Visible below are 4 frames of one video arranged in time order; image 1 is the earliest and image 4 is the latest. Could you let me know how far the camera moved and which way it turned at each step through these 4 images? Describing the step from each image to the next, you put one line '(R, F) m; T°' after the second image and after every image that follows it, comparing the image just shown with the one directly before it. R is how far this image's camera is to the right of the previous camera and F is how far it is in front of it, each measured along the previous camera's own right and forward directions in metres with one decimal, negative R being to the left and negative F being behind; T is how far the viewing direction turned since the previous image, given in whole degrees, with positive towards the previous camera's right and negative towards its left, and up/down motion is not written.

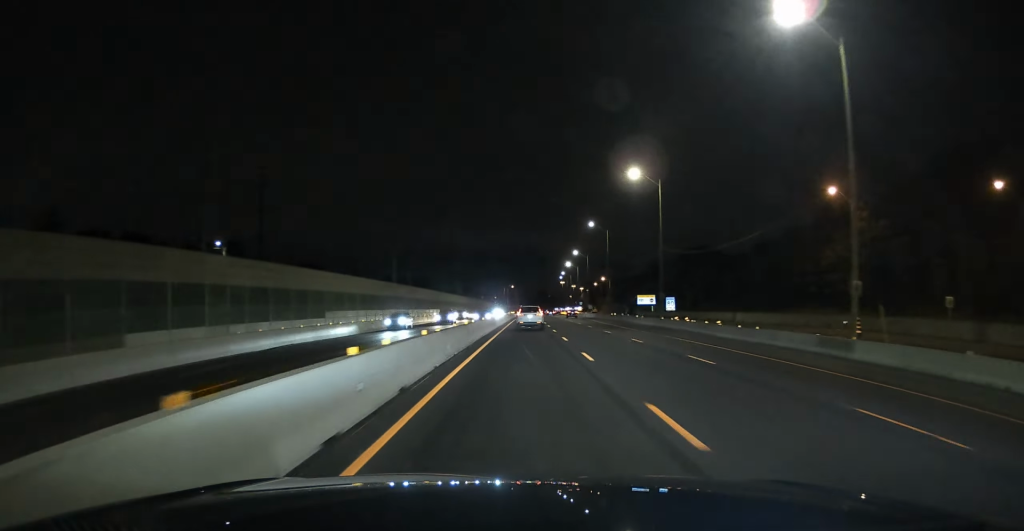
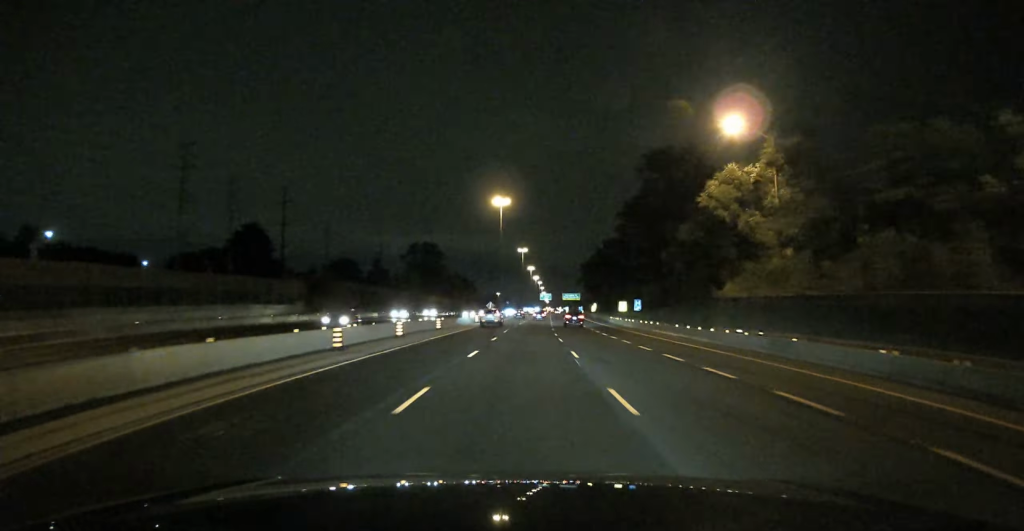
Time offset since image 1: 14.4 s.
(+25.5, +473.8) m; +7°
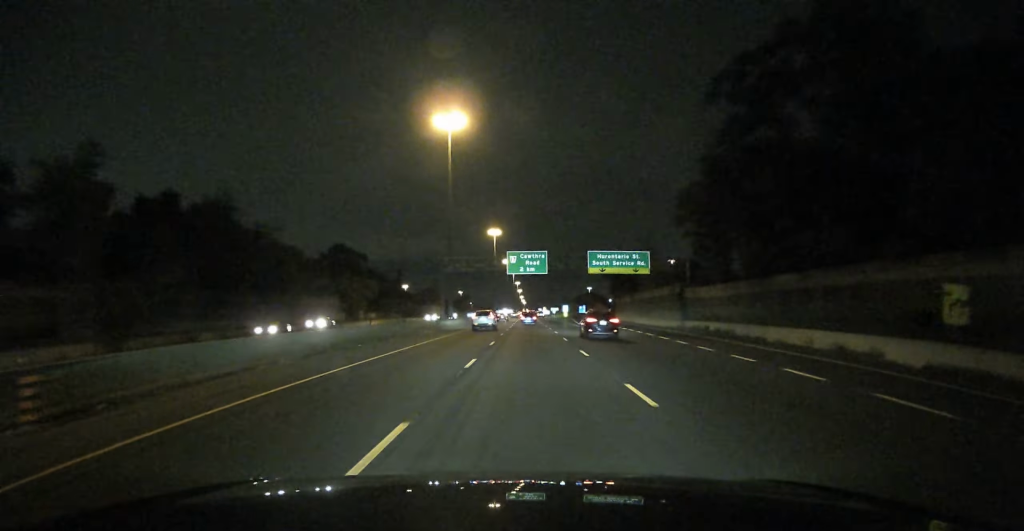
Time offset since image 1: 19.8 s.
(+4.0, +185.1) m; +1°
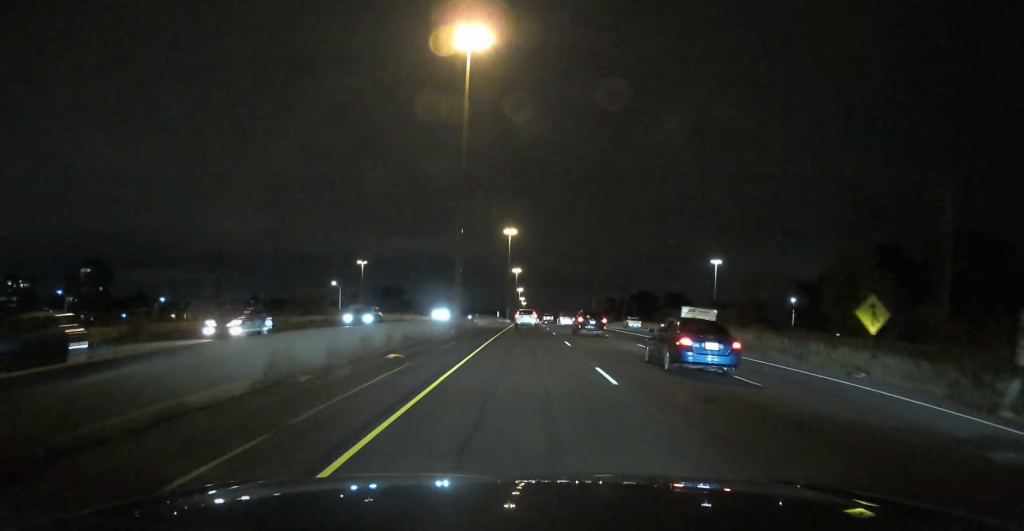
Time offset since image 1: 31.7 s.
(-0.9, +382.9) m; 0°
